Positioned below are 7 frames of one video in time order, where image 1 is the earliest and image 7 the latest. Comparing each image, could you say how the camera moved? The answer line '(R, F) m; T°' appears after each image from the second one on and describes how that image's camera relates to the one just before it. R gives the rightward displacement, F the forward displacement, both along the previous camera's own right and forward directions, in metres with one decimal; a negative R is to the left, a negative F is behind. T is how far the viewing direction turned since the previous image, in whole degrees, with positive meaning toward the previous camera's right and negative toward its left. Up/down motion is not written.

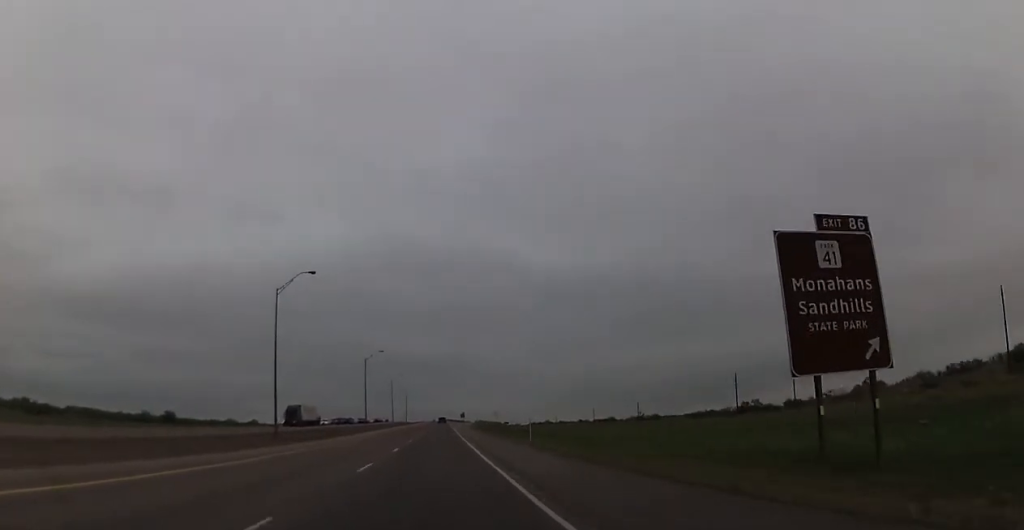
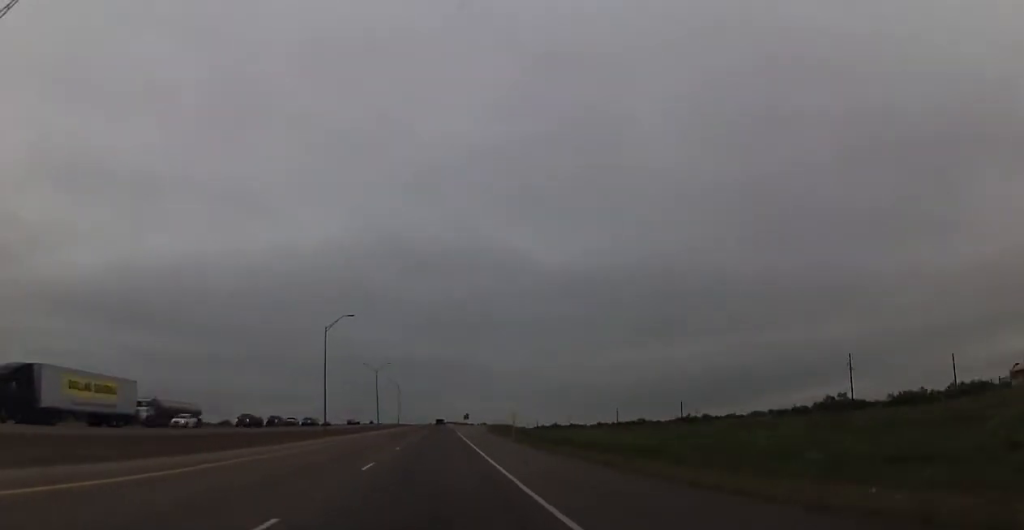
(+0.6, +49.0) m; 0°
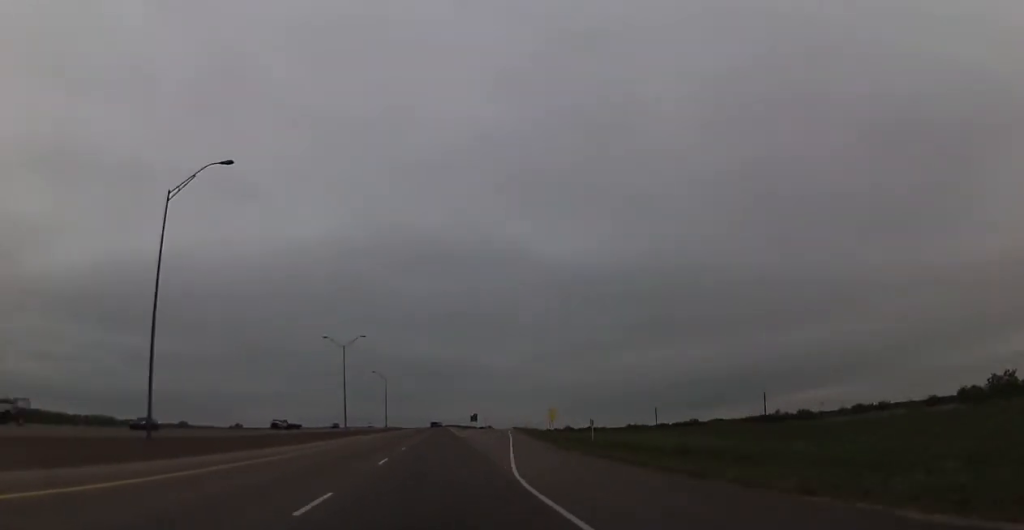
(-1.0, +57.1) m; 0°
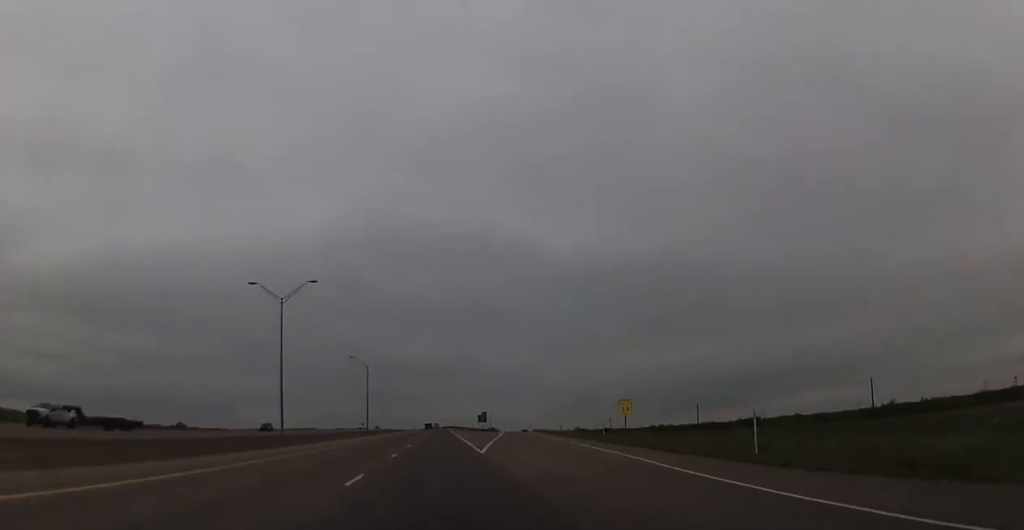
(+0.6, +43.6) m; 0°
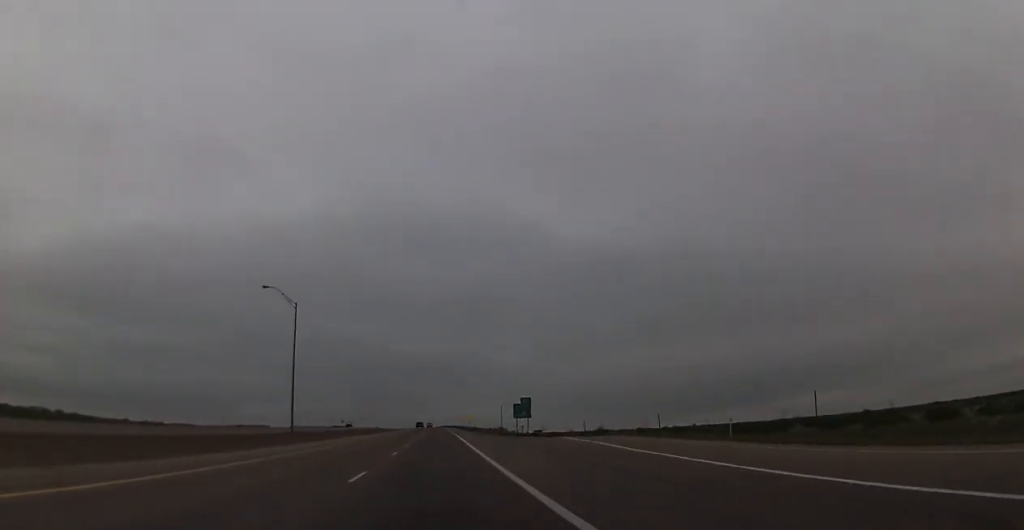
(-0.8, +71.9) m; 0°
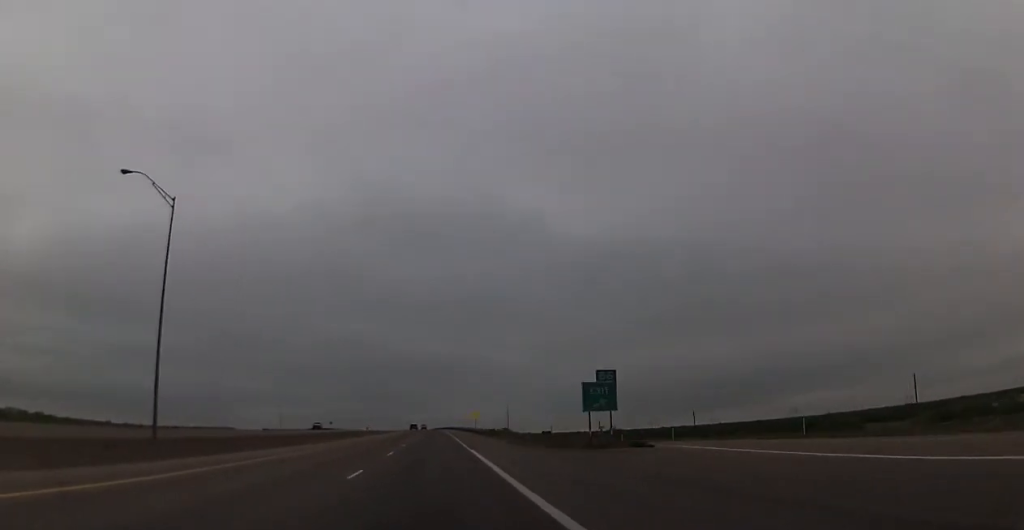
(+0.3, +35.4) m; 0°
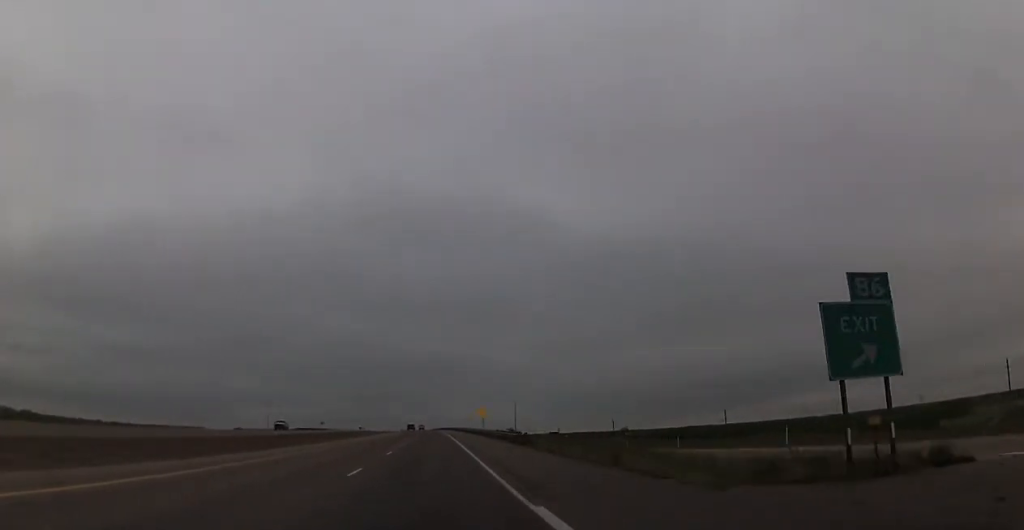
(-0.1, +23.2) m; 0°
